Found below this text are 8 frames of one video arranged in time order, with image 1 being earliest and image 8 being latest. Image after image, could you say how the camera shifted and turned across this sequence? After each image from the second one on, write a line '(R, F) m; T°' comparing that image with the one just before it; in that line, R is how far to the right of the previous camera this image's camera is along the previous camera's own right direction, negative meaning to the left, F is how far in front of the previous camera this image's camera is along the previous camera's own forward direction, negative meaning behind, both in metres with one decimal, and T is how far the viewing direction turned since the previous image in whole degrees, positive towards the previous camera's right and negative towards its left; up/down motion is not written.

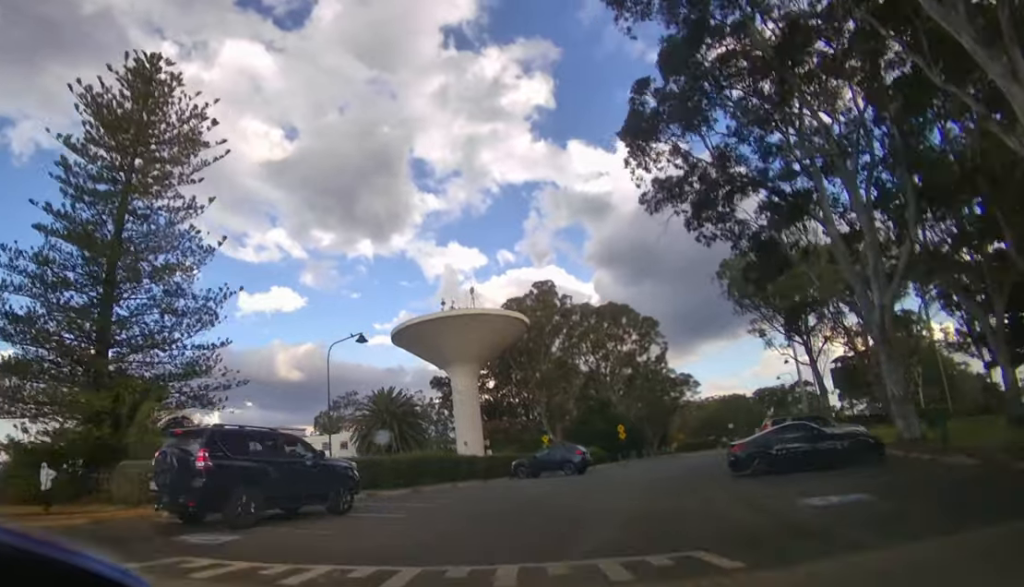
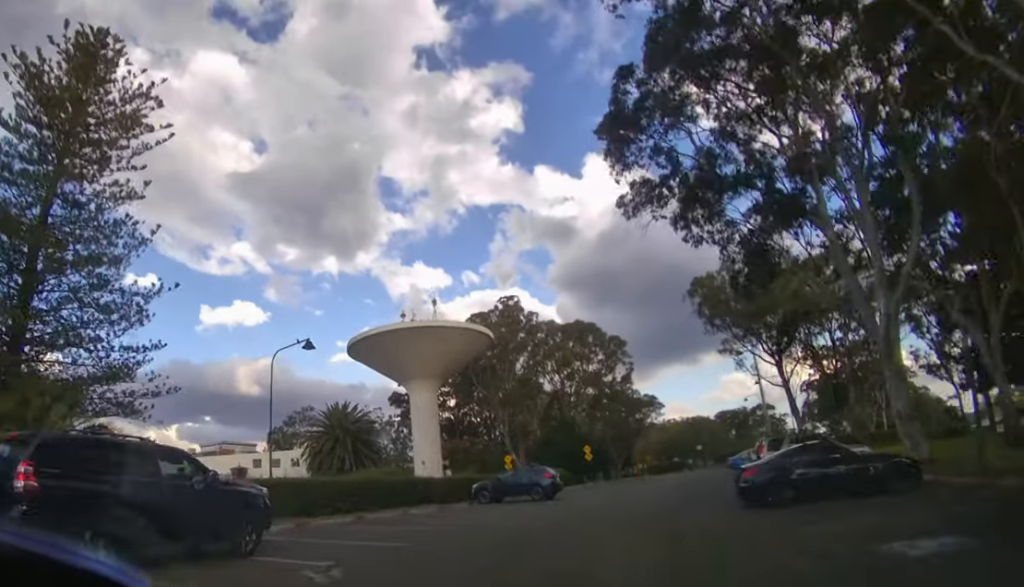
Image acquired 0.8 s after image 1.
(+0.1, +3.1) m; +5°
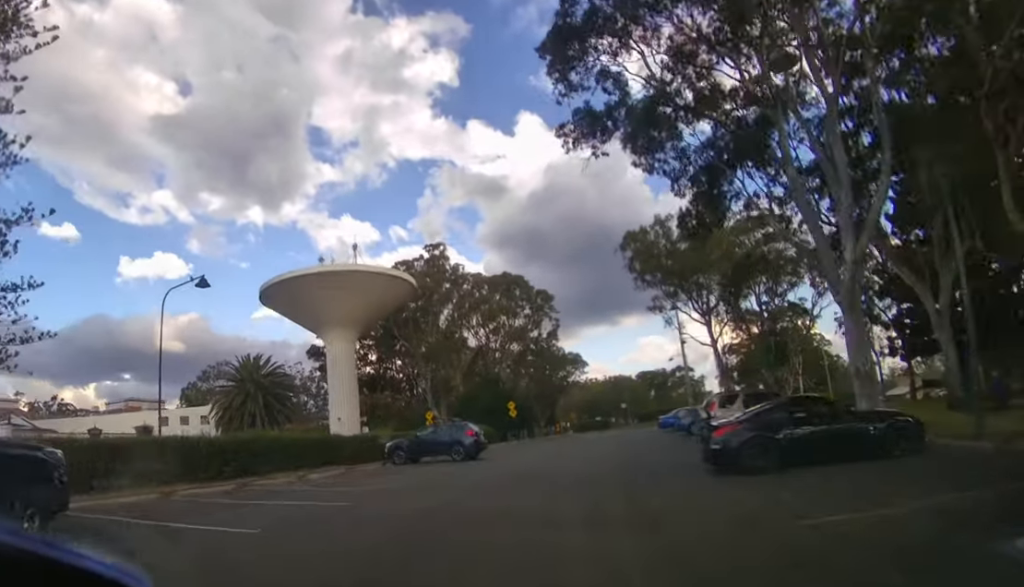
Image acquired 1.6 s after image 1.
(+0.2, +2.7) m; +6°
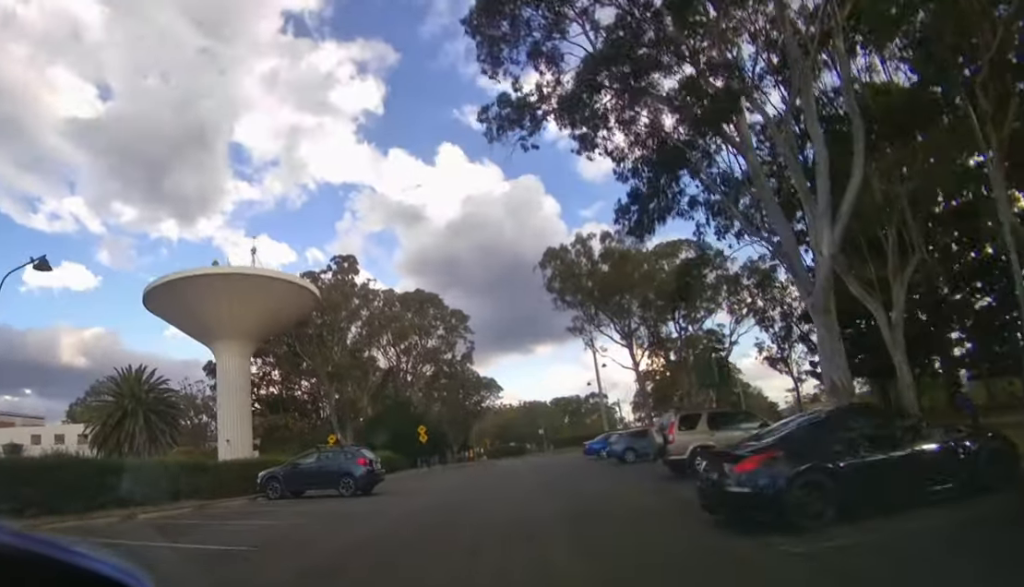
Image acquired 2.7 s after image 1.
(+0.3, +3.9) m; +7°
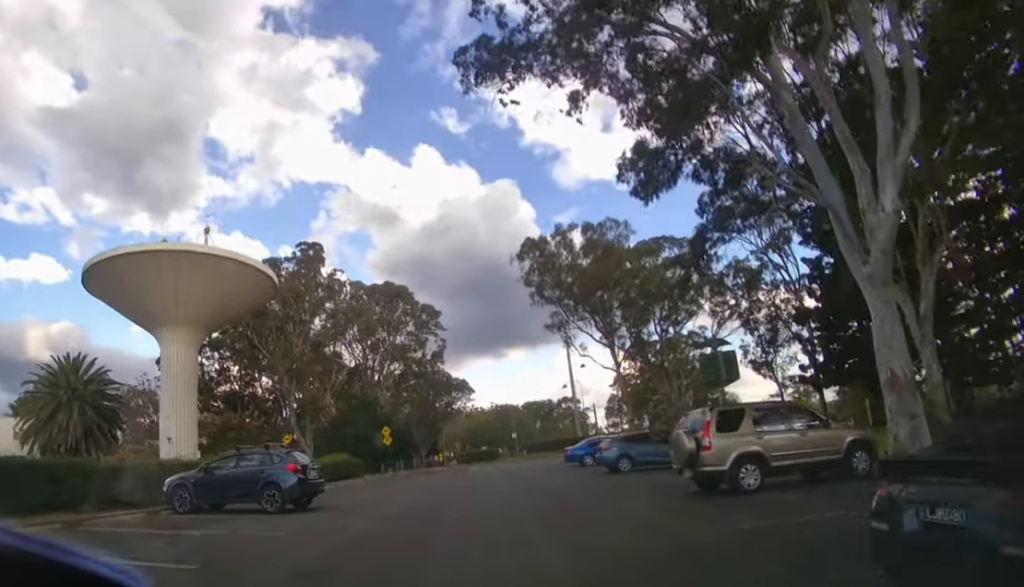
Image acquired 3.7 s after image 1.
(+0.1, +3.4) m; +5°
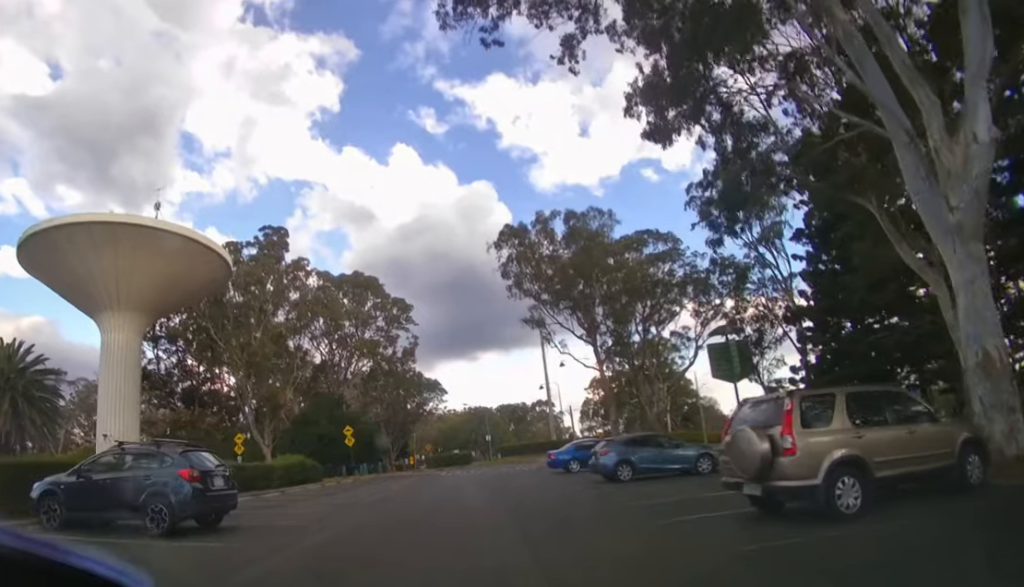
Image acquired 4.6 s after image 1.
(+0.1, +3.0) m; +4°
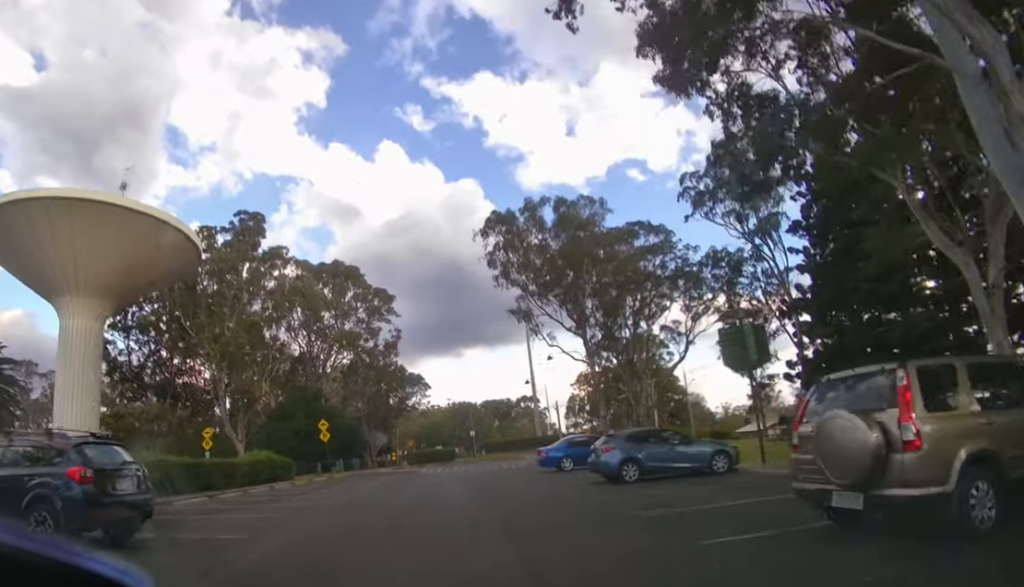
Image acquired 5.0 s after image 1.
(0.0, +1.8) m; +2°
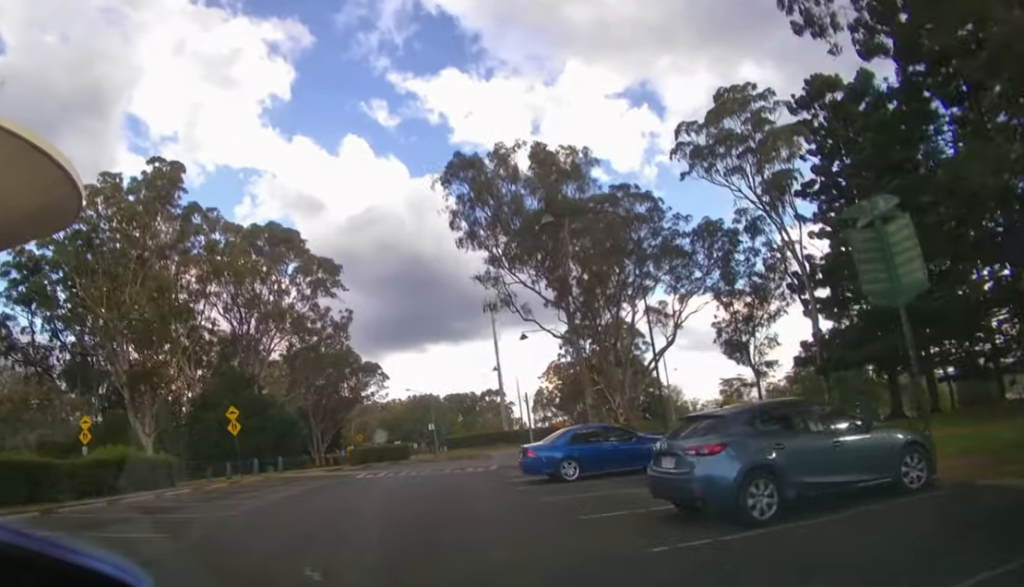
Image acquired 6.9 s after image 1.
(+0.4, +8.2) m; +2°
